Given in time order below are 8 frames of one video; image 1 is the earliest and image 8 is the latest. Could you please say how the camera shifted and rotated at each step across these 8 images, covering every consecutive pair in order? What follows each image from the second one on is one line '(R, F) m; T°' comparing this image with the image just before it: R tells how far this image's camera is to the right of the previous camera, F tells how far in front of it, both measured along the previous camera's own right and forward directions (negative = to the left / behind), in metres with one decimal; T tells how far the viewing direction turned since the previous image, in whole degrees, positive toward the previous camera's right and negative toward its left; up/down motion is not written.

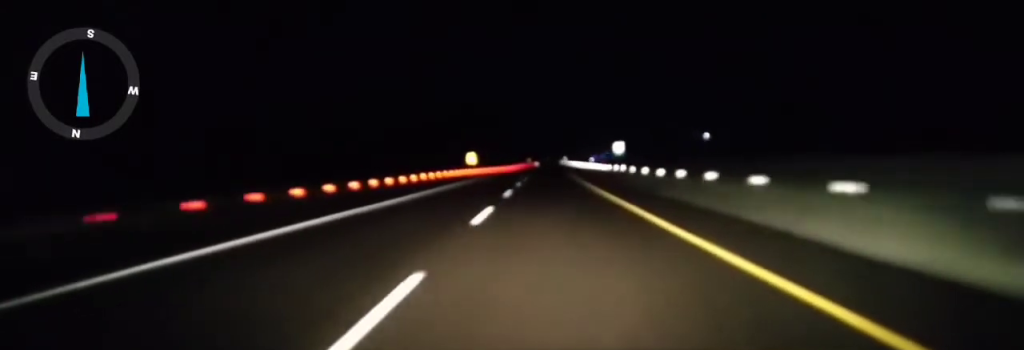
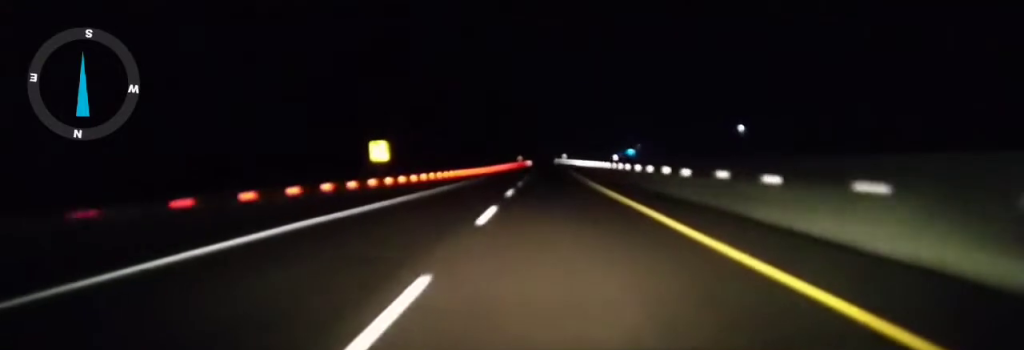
(0.0, +52.3) m; 0°
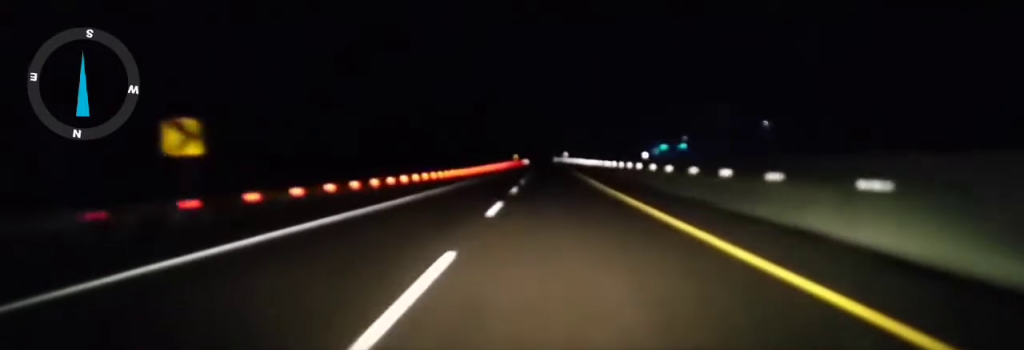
(+0.2, +25.0) m; +1°
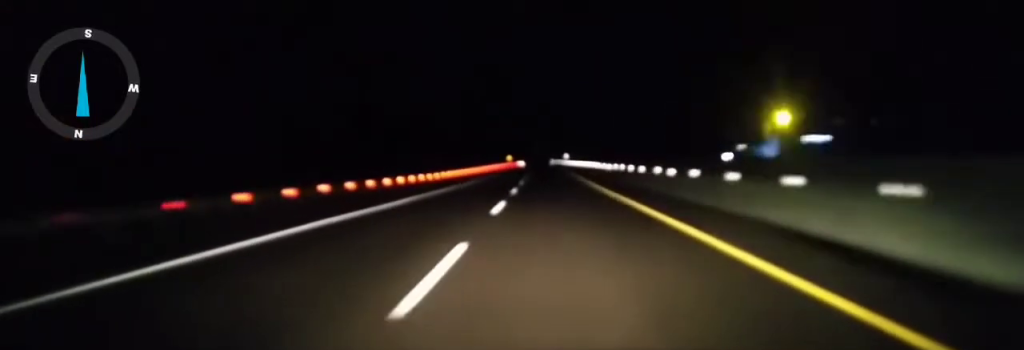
(+0.2, +25.0) m; +1°
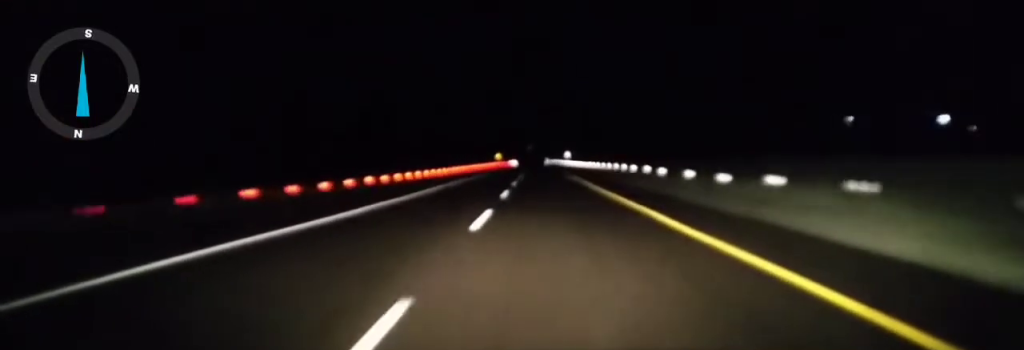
(+0.1, +30.0) m; 0°
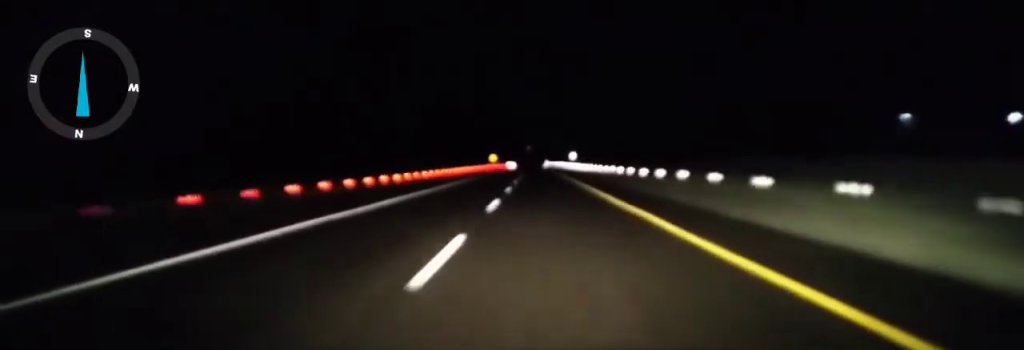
(+0.1, +19.7) m; 0°
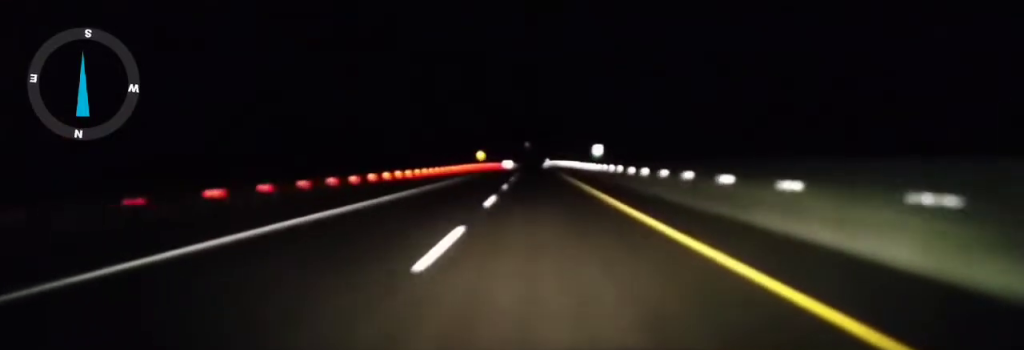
(-0.4, +39.2) m; -1°
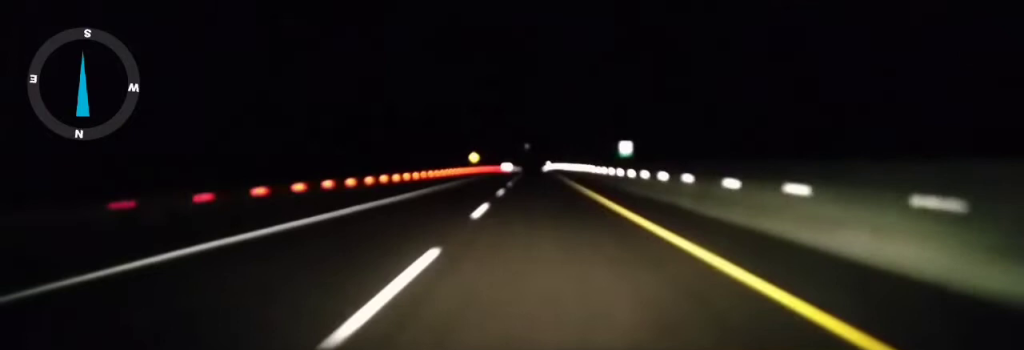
(-0.3, +16.6) m; 0°
